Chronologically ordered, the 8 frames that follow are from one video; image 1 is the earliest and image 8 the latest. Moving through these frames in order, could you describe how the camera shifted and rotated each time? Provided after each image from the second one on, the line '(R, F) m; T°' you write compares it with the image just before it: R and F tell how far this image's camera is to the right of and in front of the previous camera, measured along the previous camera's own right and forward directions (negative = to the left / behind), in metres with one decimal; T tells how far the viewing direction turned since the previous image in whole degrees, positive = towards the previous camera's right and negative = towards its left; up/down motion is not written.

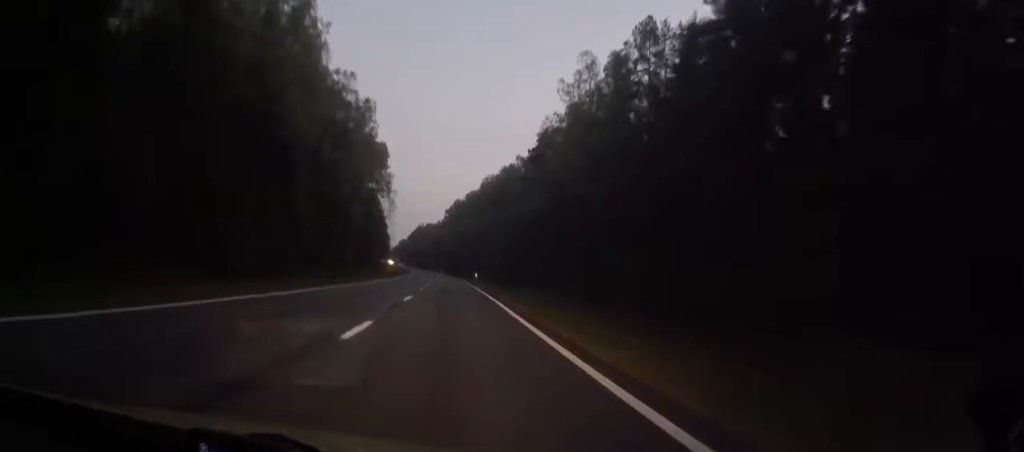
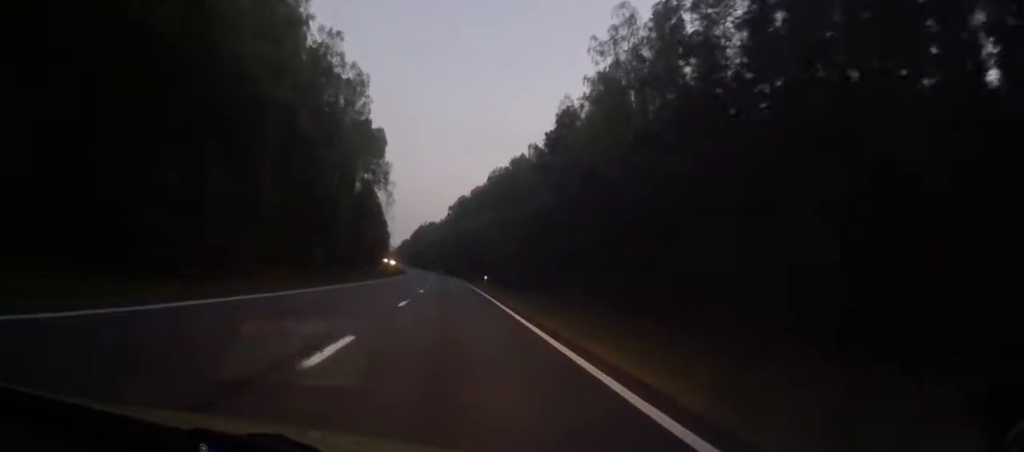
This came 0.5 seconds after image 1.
(0.0, +14.7) m; 0°
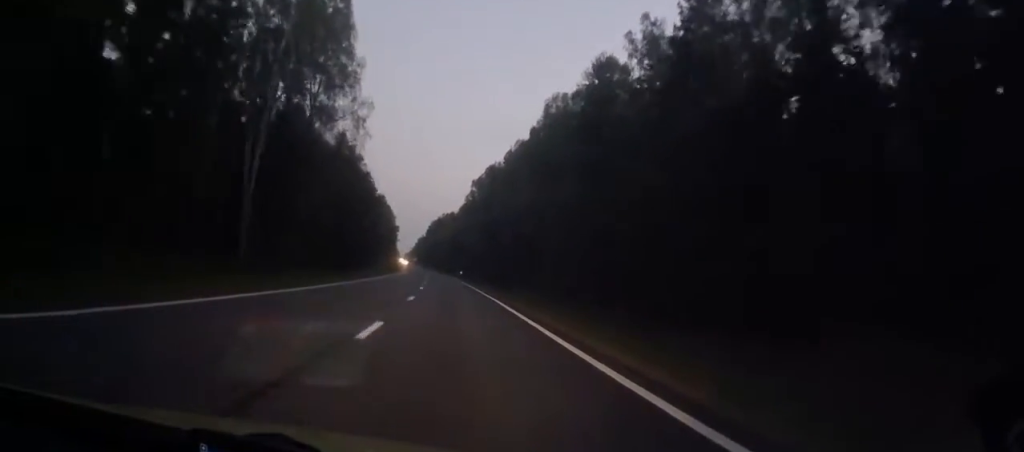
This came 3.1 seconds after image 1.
(+0.5, +69.5) m; 0°
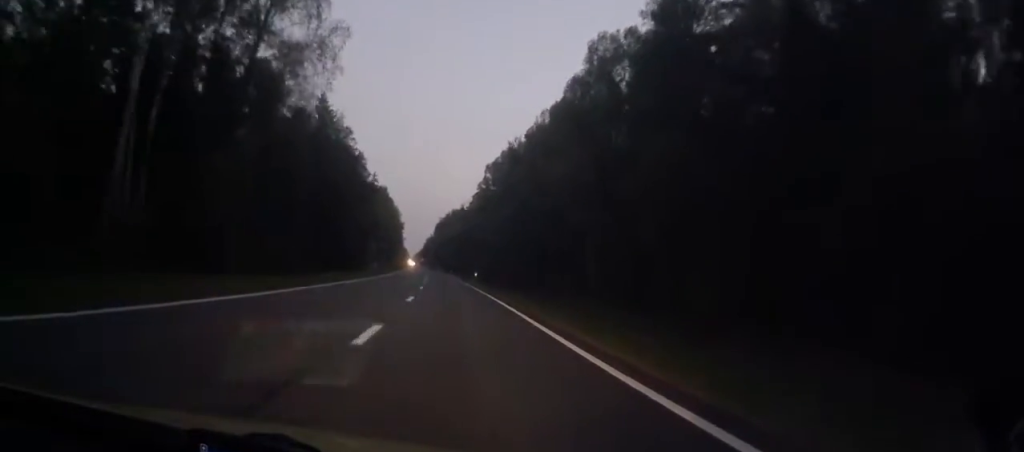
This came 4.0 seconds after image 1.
(-0.3, +24.7) m; -1°
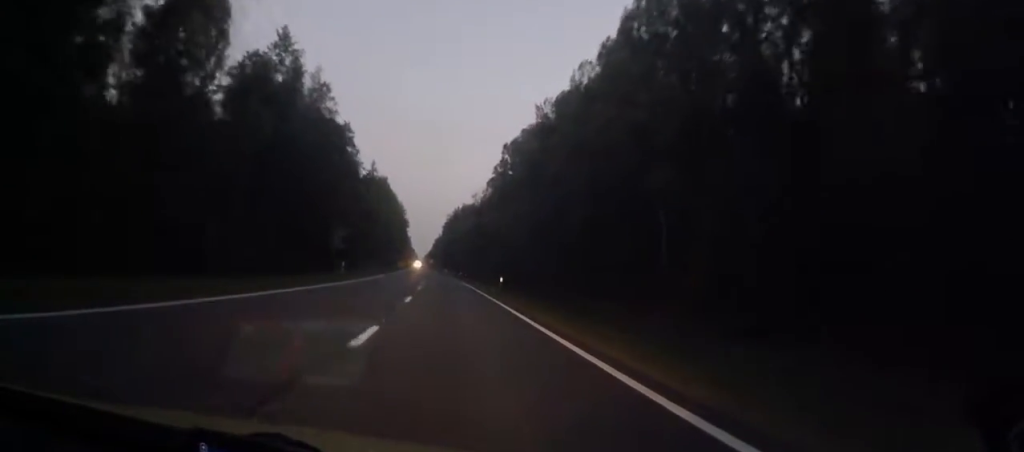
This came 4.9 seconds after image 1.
(-0.3, +24.7) m; -1°
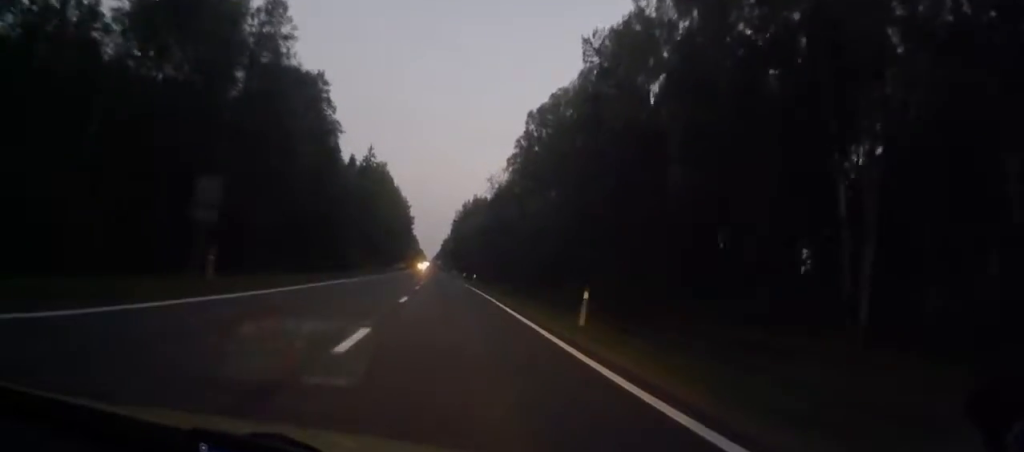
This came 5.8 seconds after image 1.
(-0.1, +24.6) m; -1°
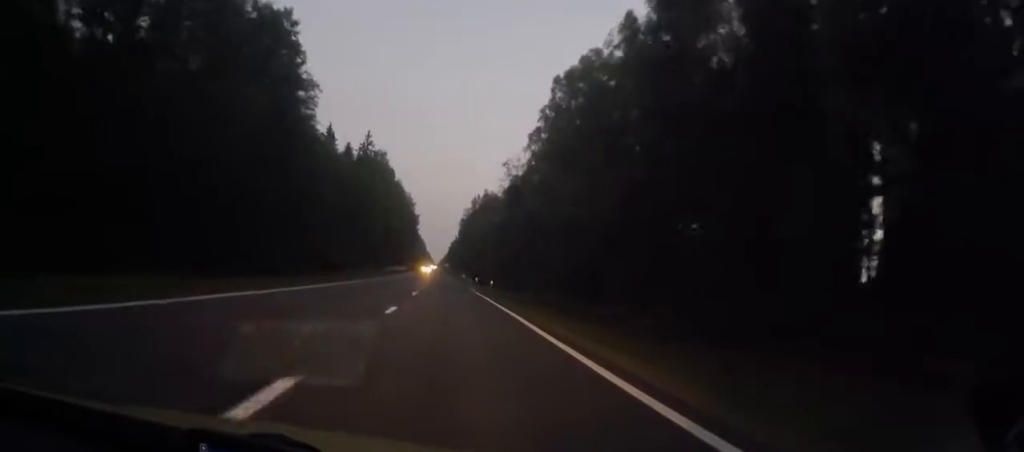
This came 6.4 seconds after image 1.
(+0.1, +17.2) m; -1°
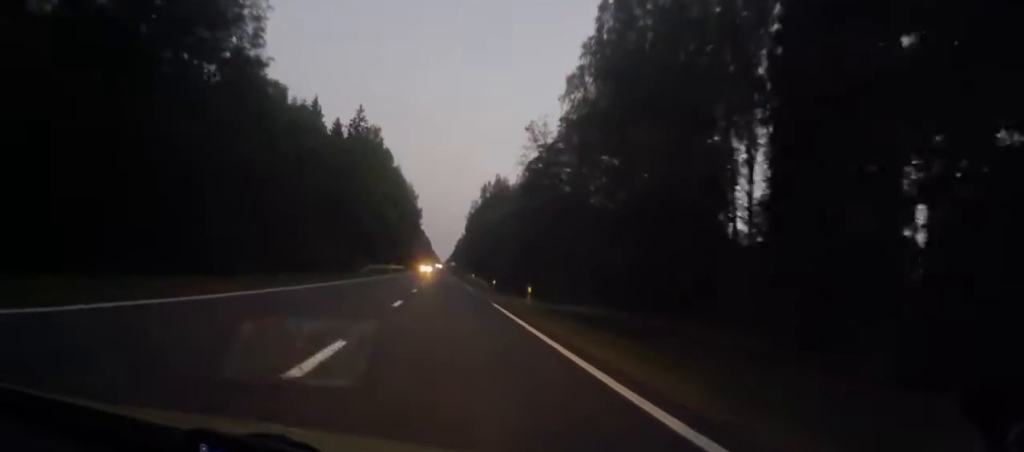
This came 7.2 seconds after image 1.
(-0.4, +20.8) m; -2°
